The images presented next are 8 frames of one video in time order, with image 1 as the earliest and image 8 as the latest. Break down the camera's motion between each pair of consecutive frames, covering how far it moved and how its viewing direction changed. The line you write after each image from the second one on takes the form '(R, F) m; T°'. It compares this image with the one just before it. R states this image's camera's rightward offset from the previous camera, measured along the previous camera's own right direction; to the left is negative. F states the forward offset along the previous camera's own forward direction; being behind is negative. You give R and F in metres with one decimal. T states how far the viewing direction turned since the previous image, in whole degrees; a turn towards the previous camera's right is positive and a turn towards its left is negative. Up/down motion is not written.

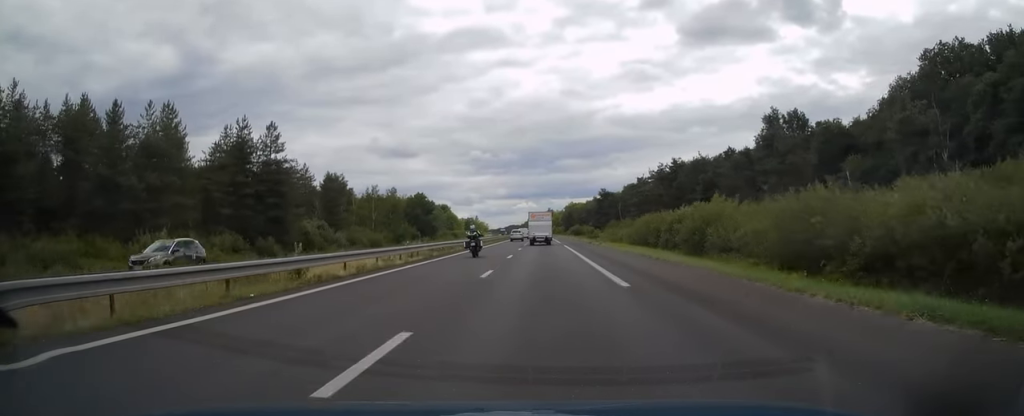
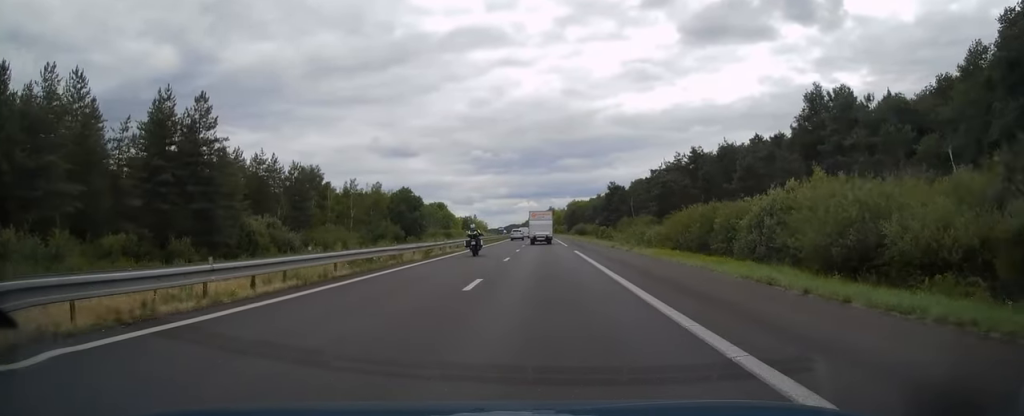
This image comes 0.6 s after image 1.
(0.0, +17.1) m; 0°
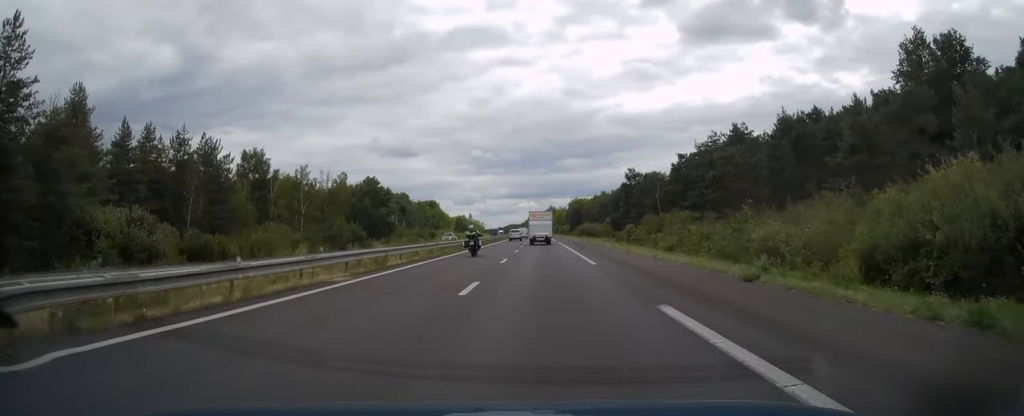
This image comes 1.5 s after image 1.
(-0.2, +26.9) m; 0°
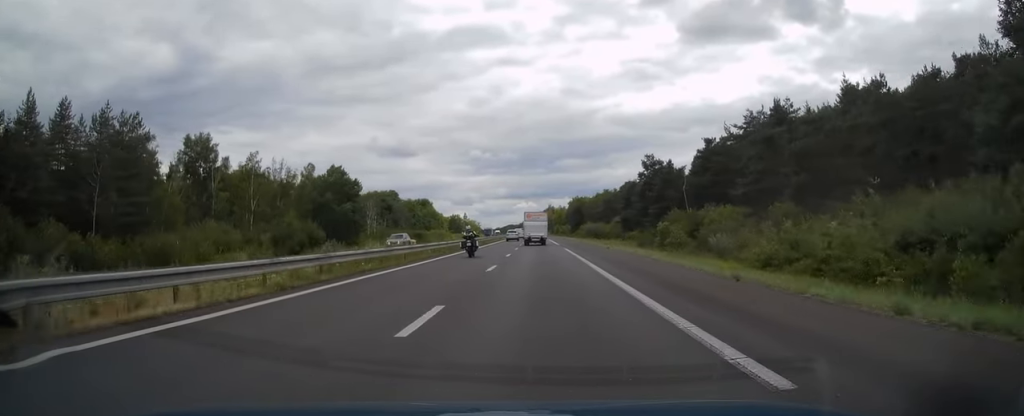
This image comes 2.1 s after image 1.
(0.0, +18.1) m; 0°
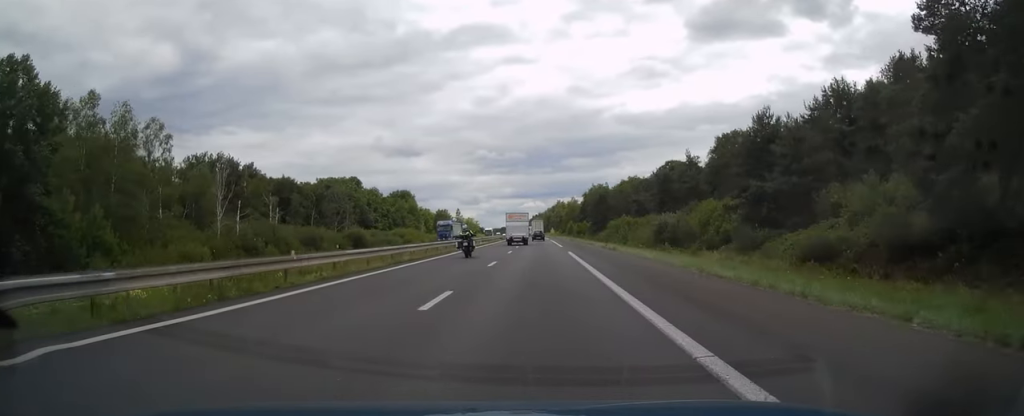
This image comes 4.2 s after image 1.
(+0.1, +62.2) m; 0°
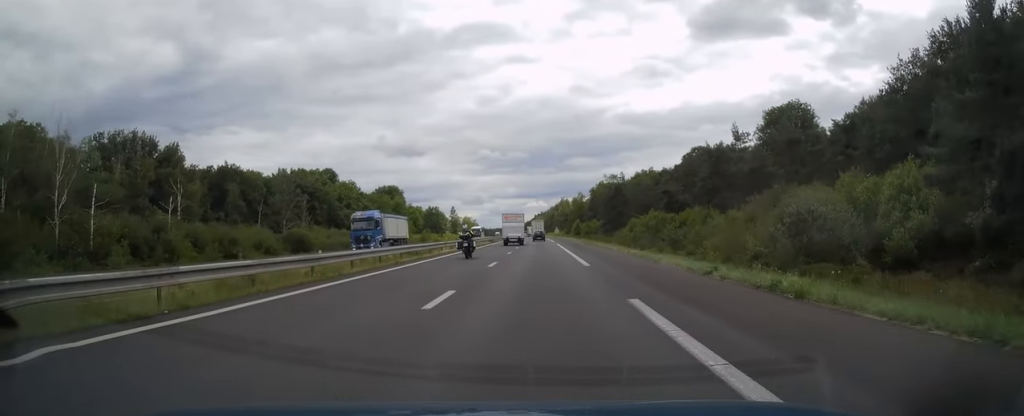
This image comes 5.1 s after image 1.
(0.0, +25.9) m; 0°
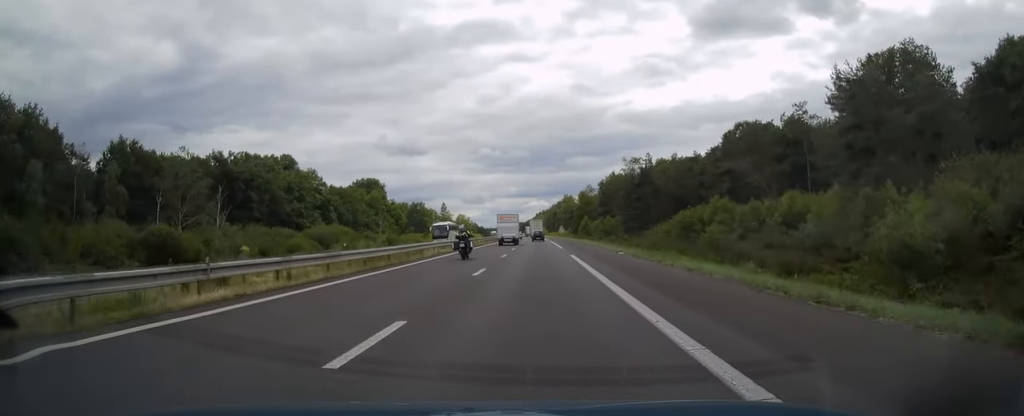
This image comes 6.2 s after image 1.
(-0.1, +30.4) m; 0°
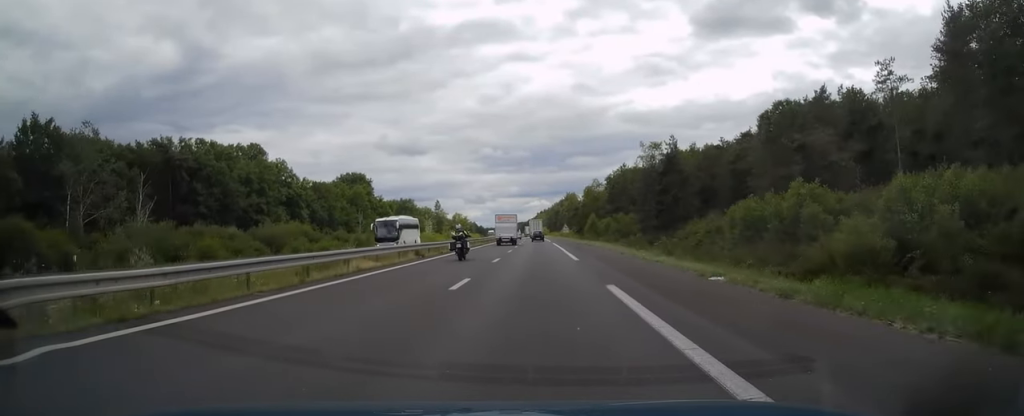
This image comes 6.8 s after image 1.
(-0.1, +17.7) m; 0°
